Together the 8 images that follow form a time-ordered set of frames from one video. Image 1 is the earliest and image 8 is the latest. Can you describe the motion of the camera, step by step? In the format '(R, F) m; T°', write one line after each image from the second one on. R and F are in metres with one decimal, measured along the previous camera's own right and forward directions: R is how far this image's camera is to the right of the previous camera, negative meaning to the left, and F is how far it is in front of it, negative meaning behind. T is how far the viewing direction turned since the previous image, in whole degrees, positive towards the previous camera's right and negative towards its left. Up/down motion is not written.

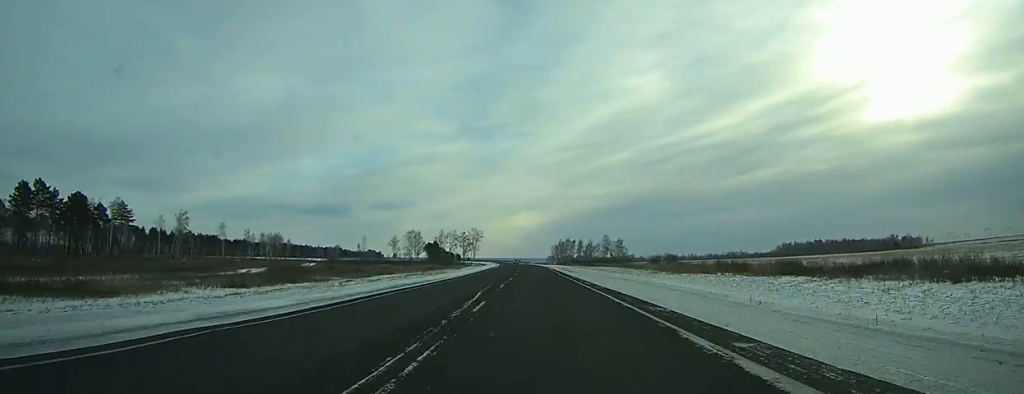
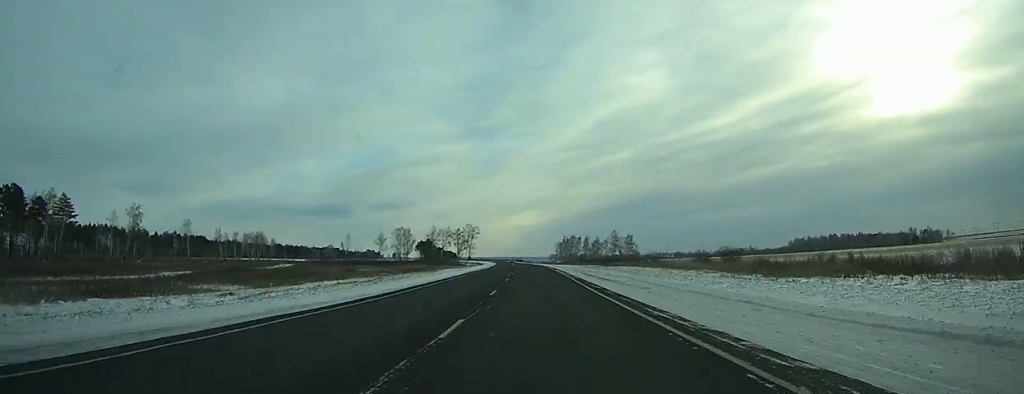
(-0.1, +27.9) m; 0°
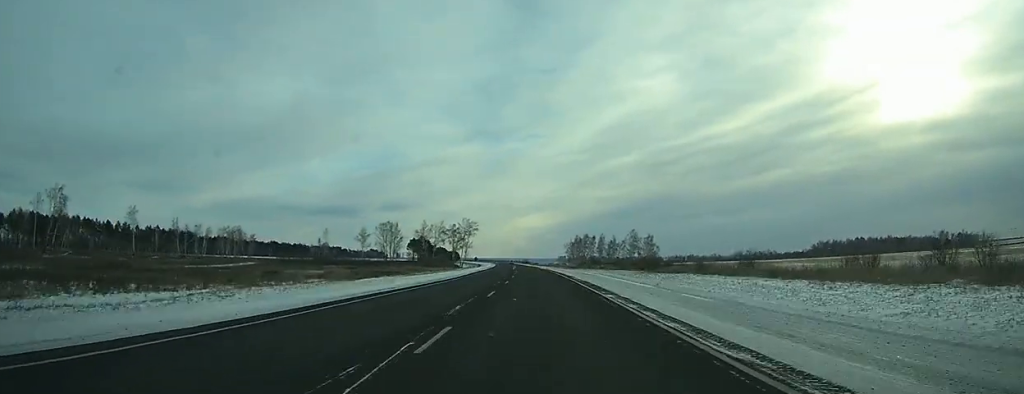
(-0.1, +37.2) m; -1°
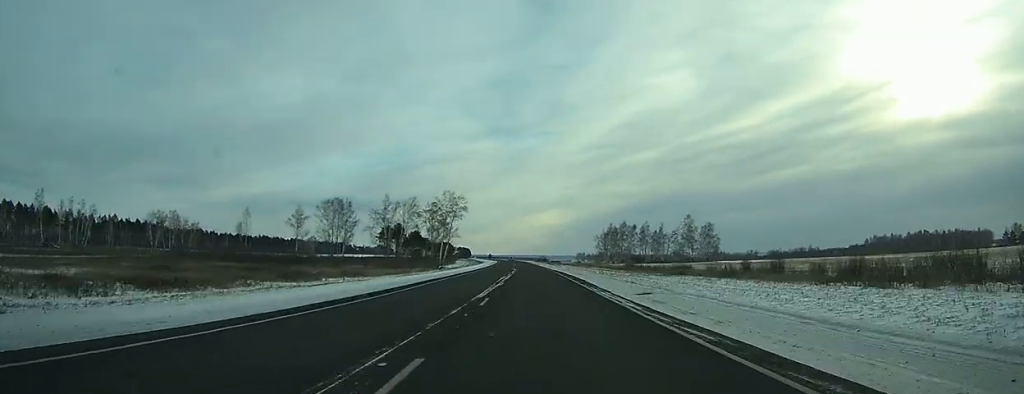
(-1.0, +74.4) m; -1°
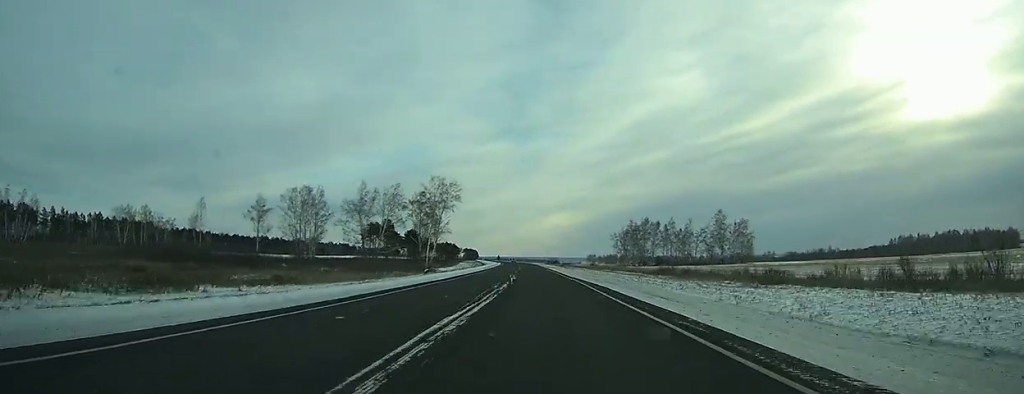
(-0.1, +26.0) m; -1°
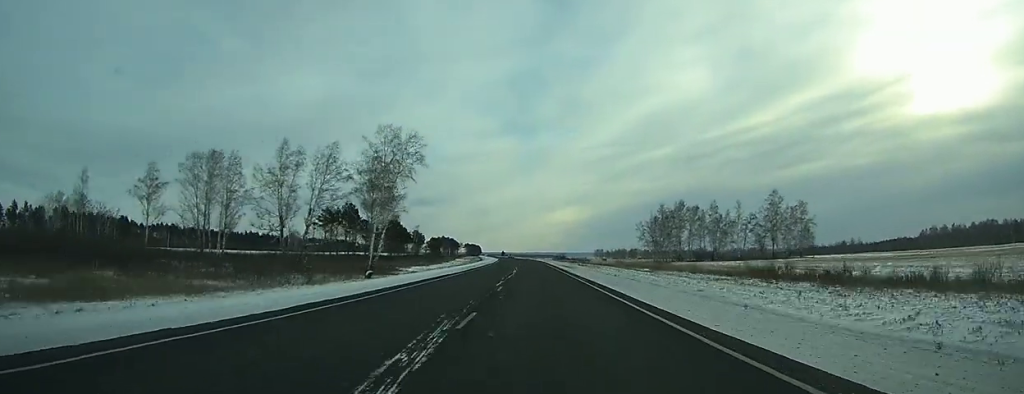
(-0.3, +39.0) m; -1°
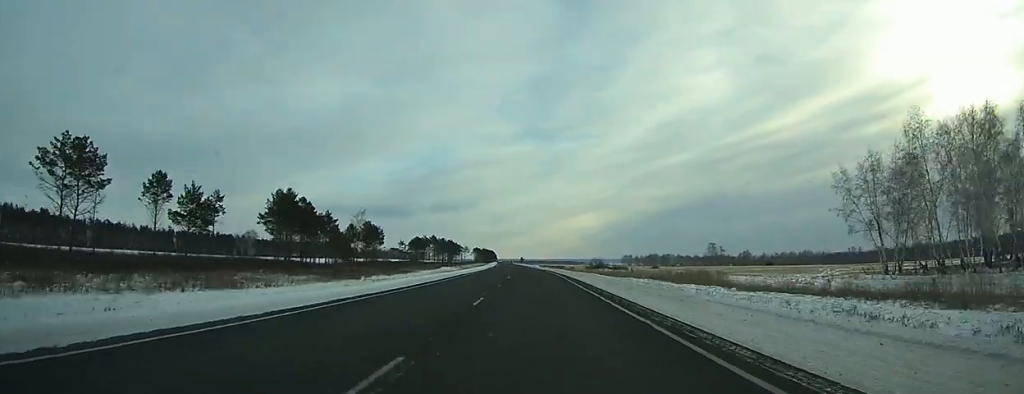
(-1.7, +100.2) m; -2°
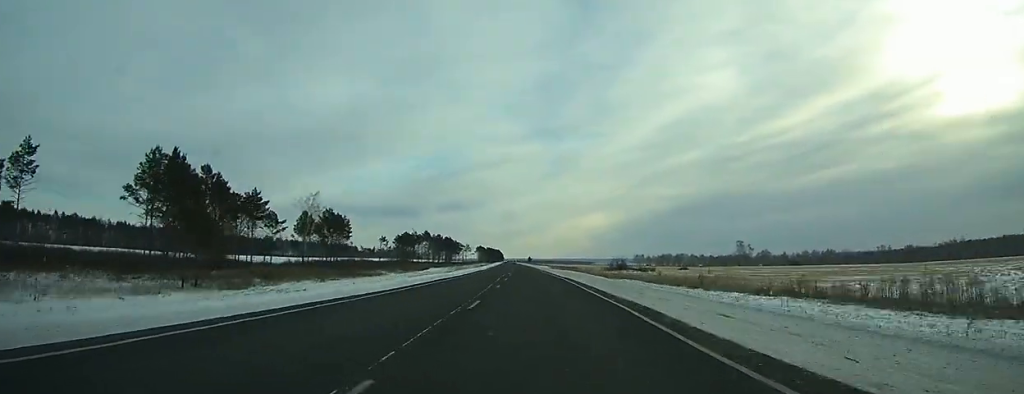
(-0.3, +37.1) m; -1°
